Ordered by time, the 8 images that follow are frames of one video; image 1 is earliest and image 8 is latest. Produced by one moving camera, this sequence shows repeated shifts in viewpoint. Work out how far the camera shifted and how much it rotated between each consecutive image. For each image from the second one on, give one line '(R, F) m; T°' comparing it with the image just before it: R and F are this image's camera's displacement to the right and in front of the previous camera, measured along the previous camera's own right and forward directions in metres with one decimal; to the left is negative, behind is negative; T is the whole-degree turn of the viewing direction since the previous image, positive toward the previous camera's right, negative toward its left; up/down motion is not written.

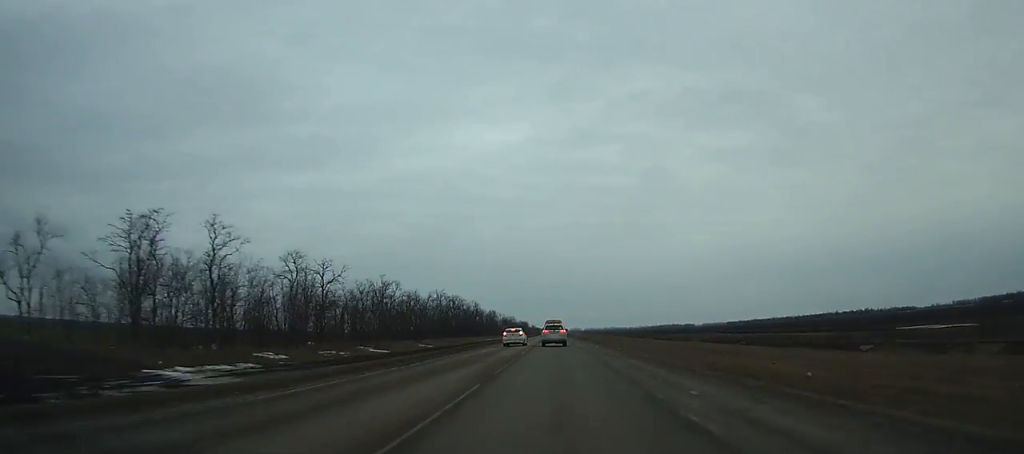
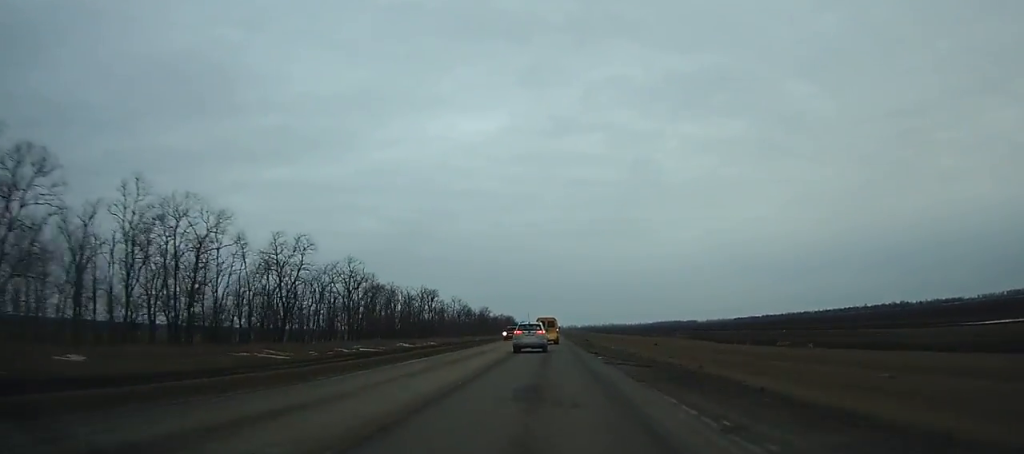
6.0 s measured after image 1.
(+0.6, +127.2) m; 0°
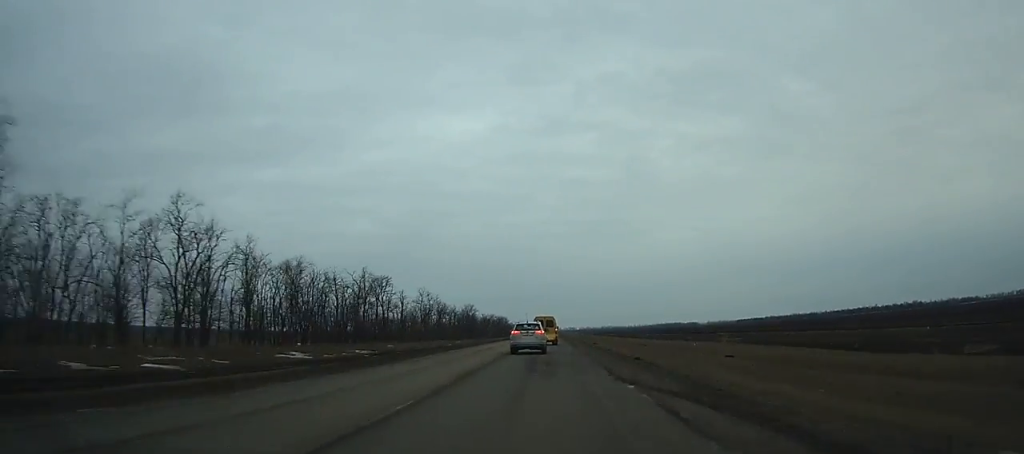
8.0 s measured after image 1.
(0.0, +41.6) m; 0°
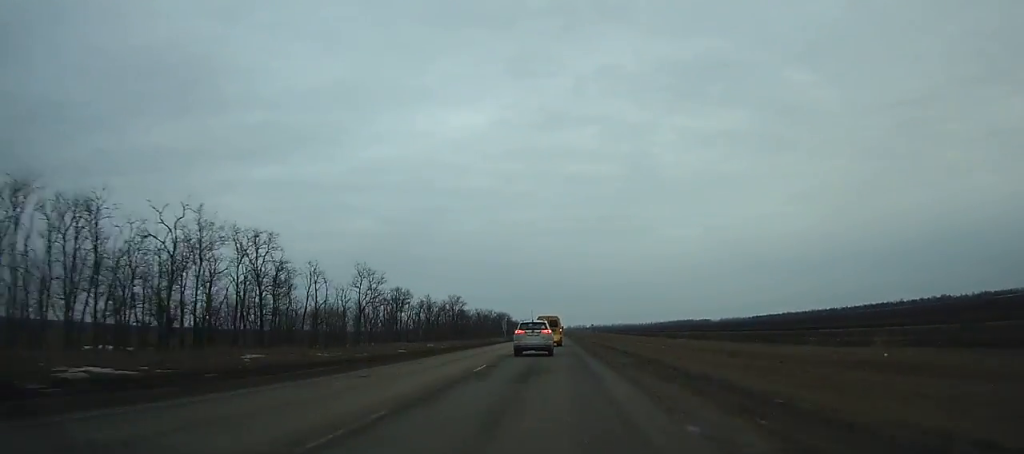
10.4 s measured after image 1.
(0.0, +49.2) m; 0°
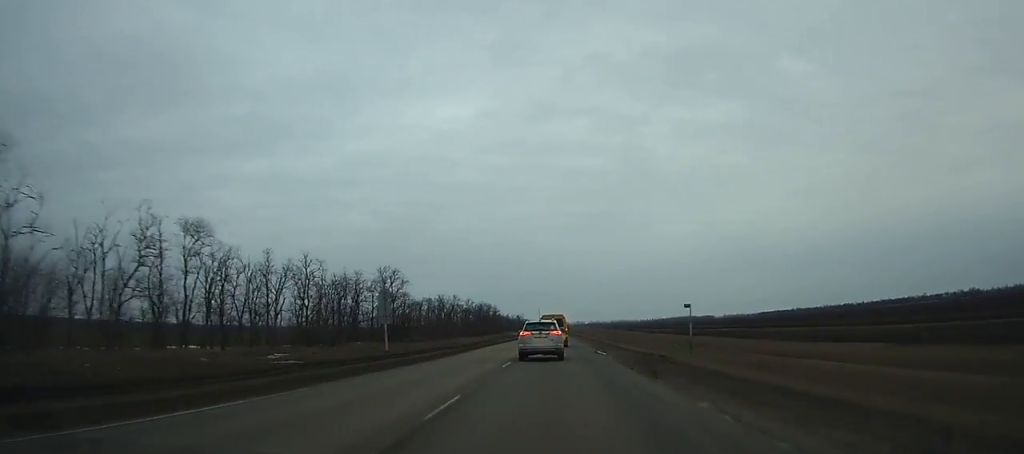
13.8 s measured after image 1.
(-0.3, +68.5) m; 0°
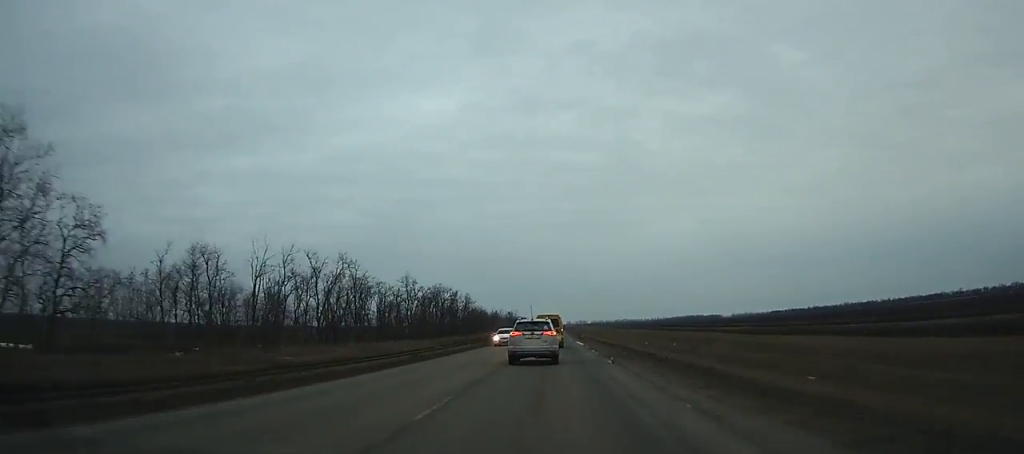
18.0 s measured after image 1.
(+0.2, +82.6) m; 0°
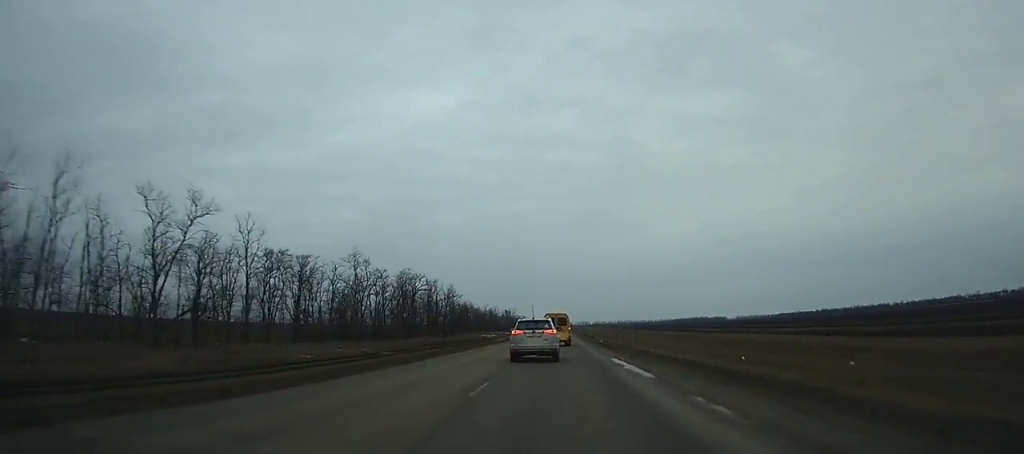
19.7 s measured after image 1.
(0.0, +33.1) m; 0°
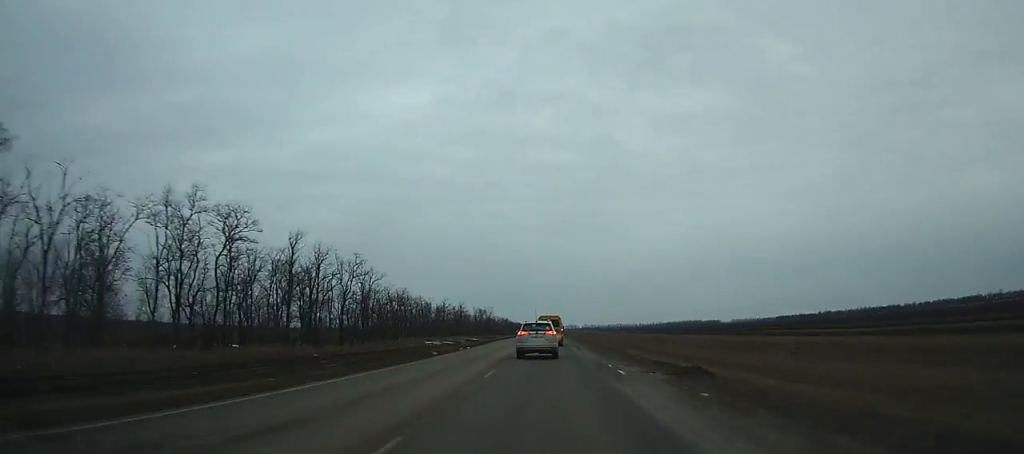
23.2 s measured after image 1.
(+0.5, +67.8) m; +1°
